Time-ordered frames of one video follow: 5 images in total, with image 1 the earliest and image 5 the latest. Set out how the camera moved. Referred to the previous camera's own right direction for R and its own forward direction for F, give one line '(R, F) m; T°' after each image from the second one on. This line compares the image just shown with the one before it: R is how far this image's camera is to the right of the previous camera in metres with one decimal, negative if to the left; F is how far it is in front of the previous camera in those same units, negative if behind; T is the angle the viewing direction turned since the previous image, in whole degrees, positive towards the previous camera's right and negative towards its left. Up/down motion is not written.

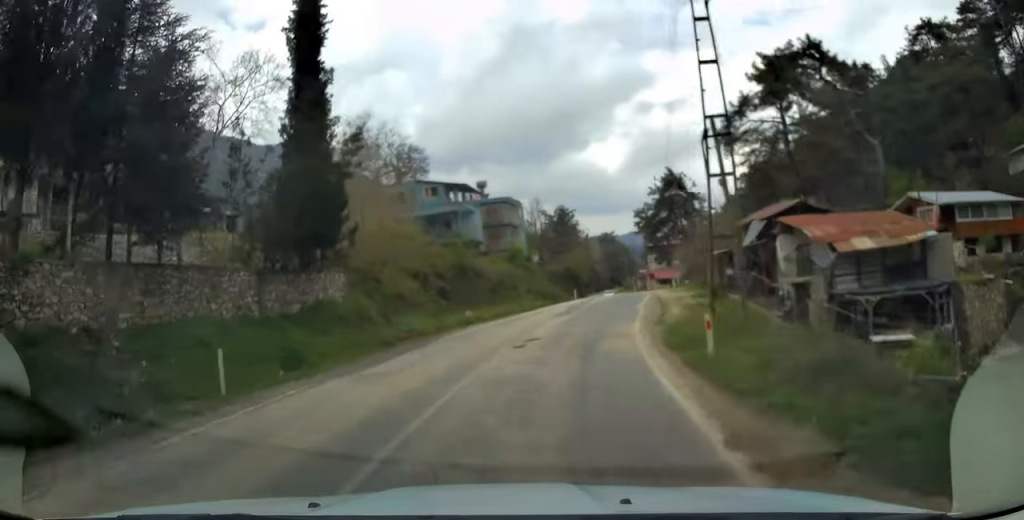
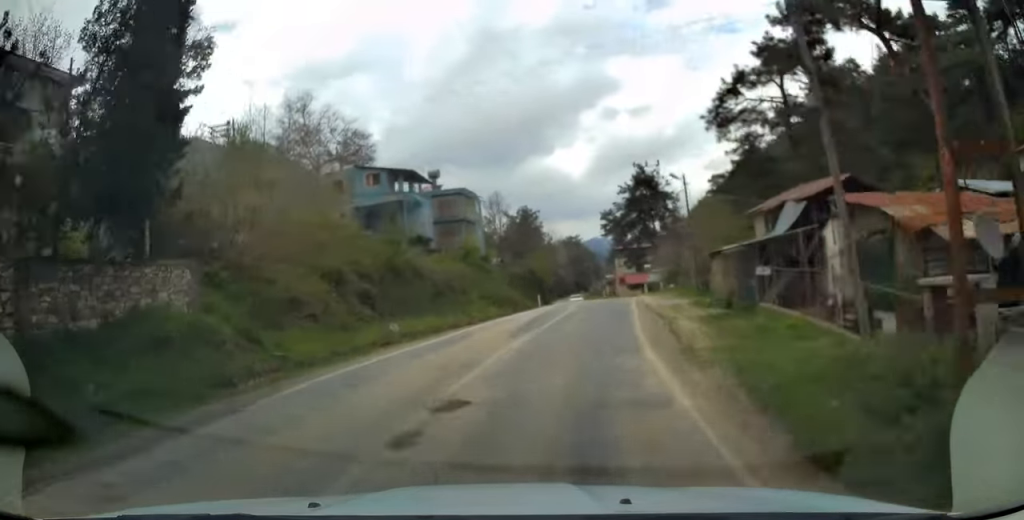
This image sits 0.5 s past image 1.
(+0.3, +8.7) m; +3°
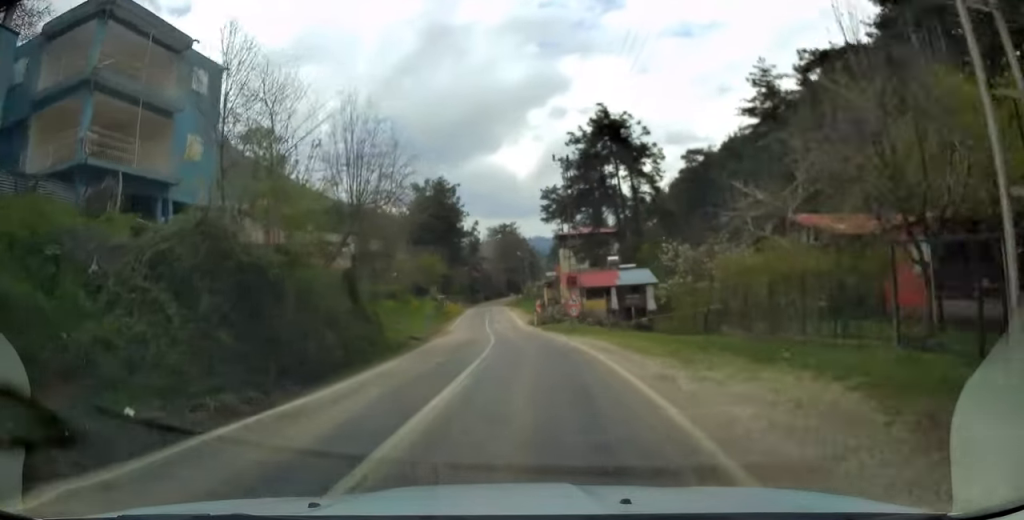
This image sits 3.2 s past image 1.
(+3.2, +43.9) m; +4°
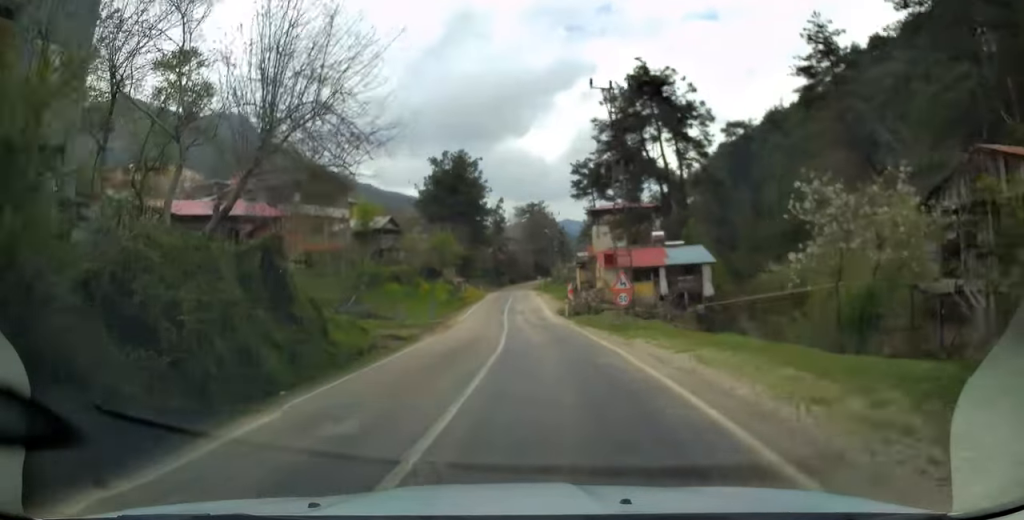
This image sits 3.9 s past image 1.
(-0.2, +10.4) m; -2°
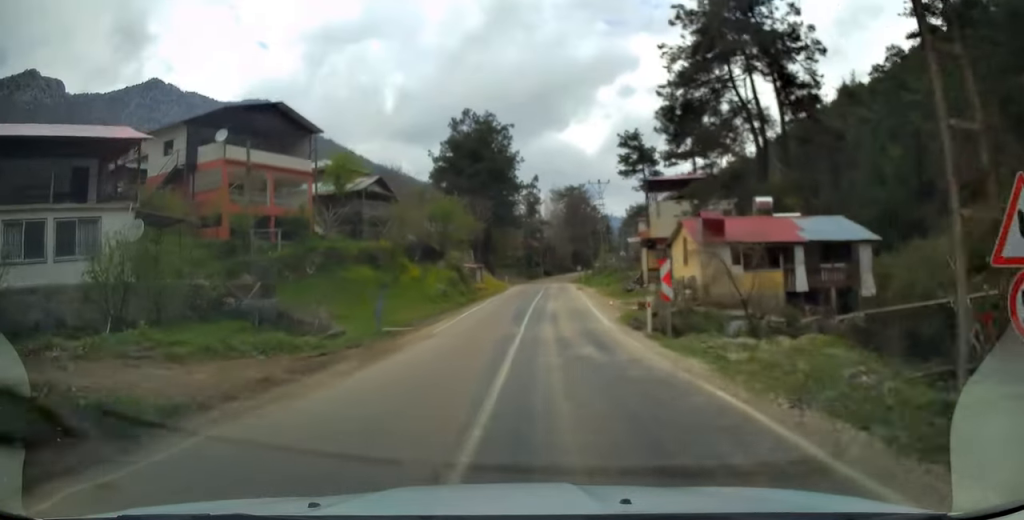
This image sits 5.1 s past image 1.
(-0.7, +18.7) m; -4°
